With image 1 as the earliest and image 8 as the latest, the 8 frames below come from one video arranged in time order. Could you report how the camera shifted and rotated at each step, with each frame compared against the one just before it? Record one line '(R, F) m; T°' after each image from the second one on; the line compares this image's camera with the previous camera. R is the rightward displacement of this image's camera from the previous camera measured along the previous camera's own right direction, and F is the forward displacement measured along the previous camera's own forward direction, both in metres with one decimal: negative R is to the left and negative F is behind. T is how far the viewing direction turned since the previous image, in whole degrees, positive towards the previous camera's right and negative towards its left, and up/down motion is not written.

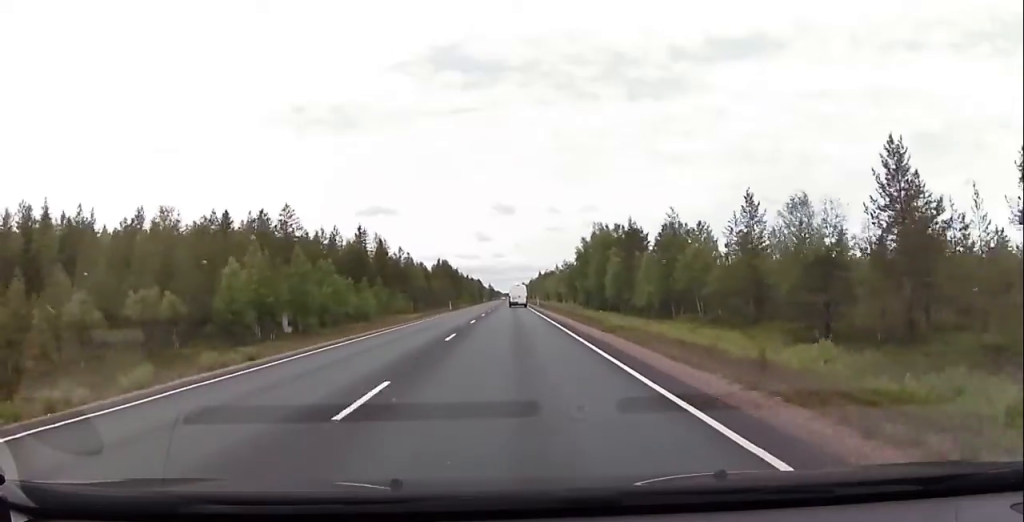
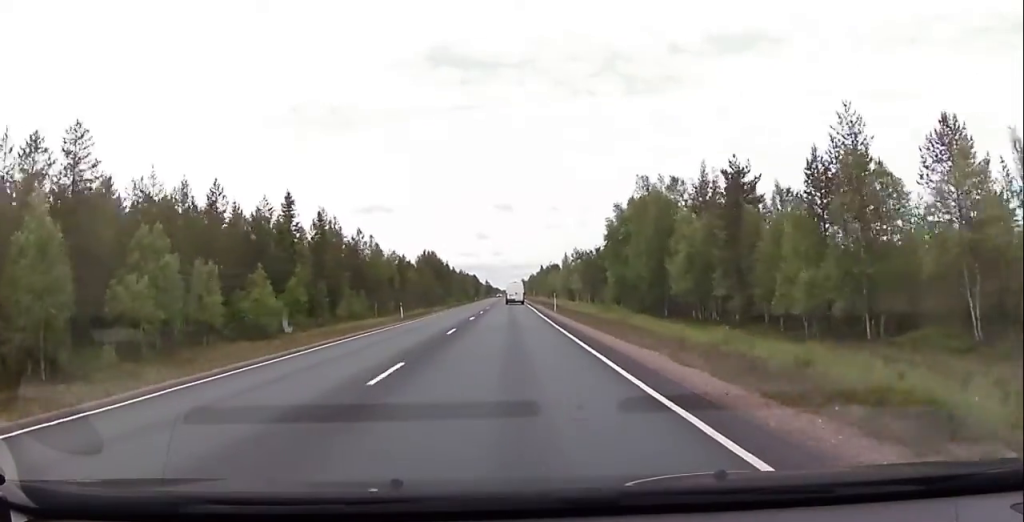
(0.0, +32.9) m; 0°
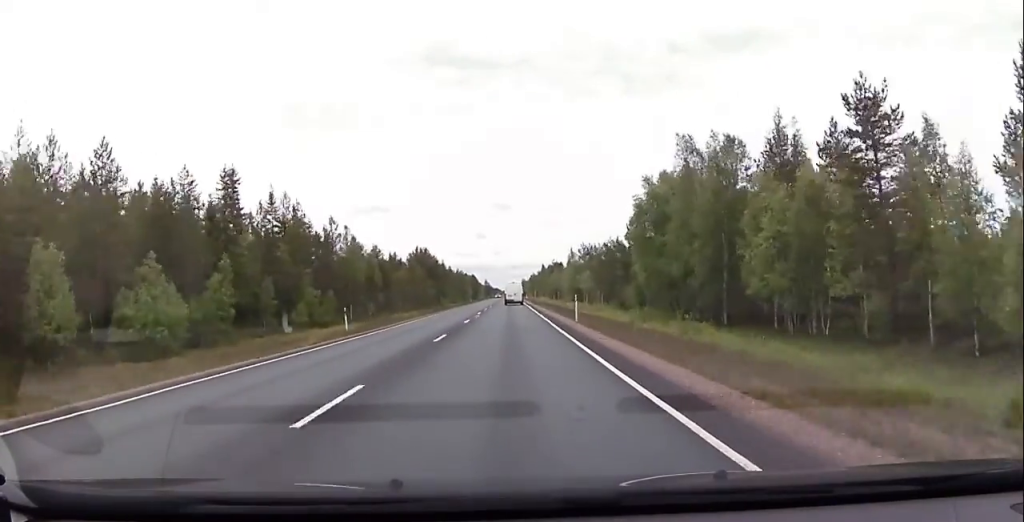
(0.0, +14.9) m; 0°
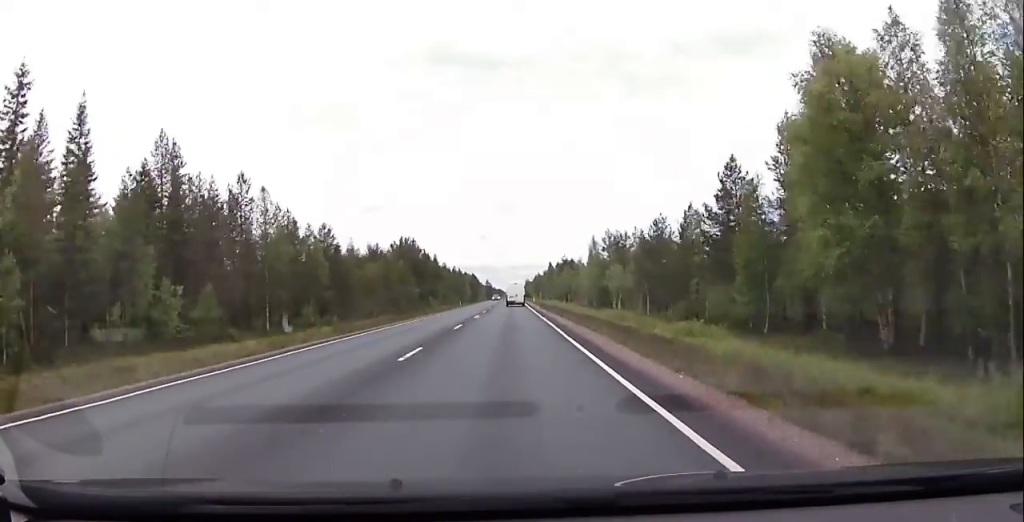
(0.0, +29.1) m; 0°
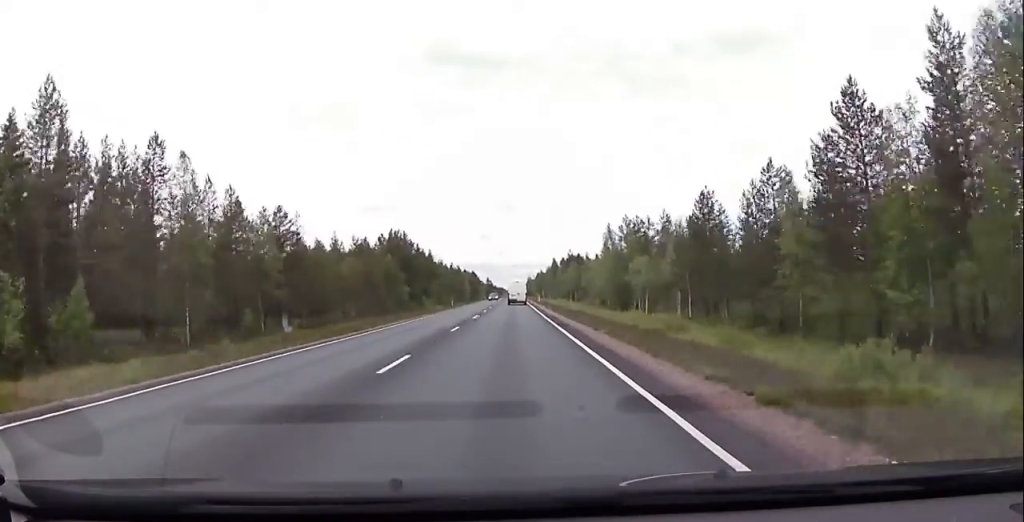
(0.0, +14.2) m; 0°
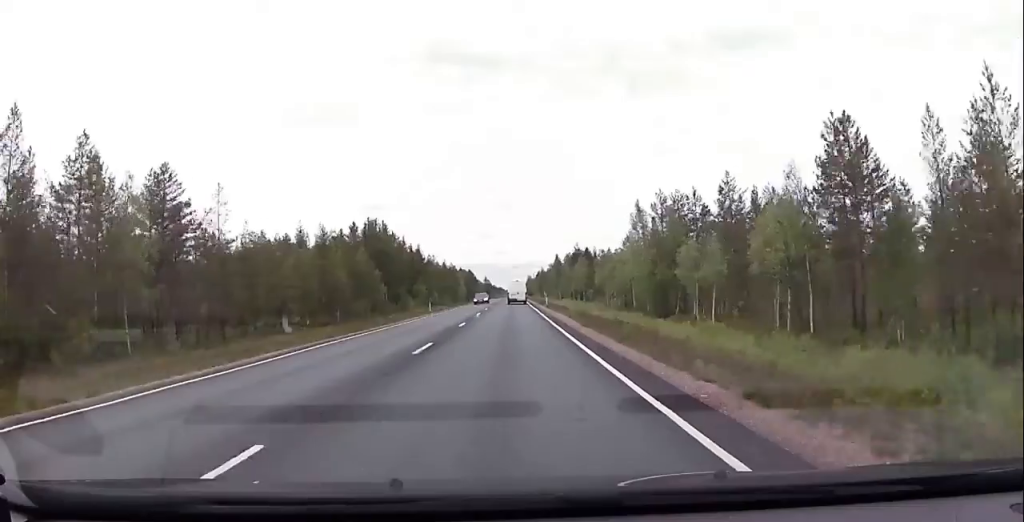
(0.0, +20.0) m; 0°
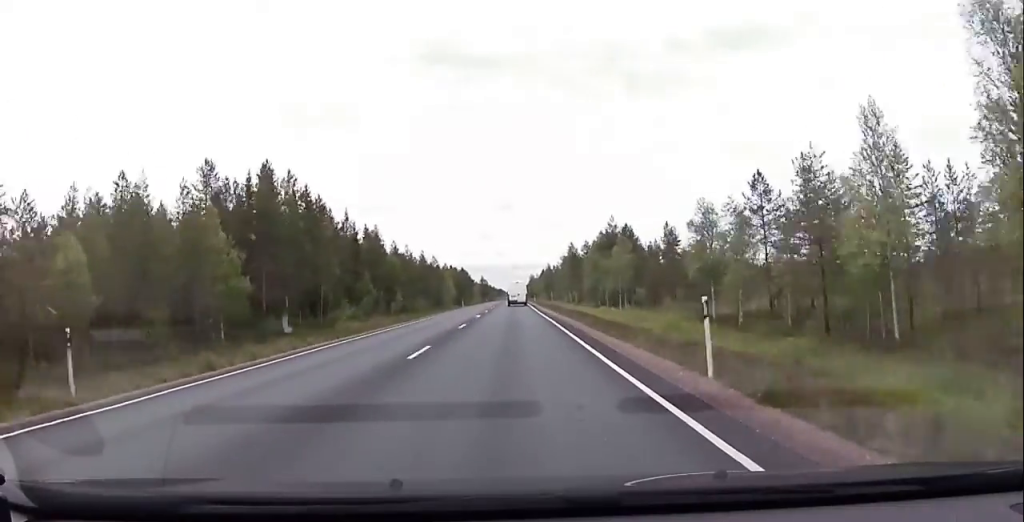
(0.0, +49.0) m; 0°
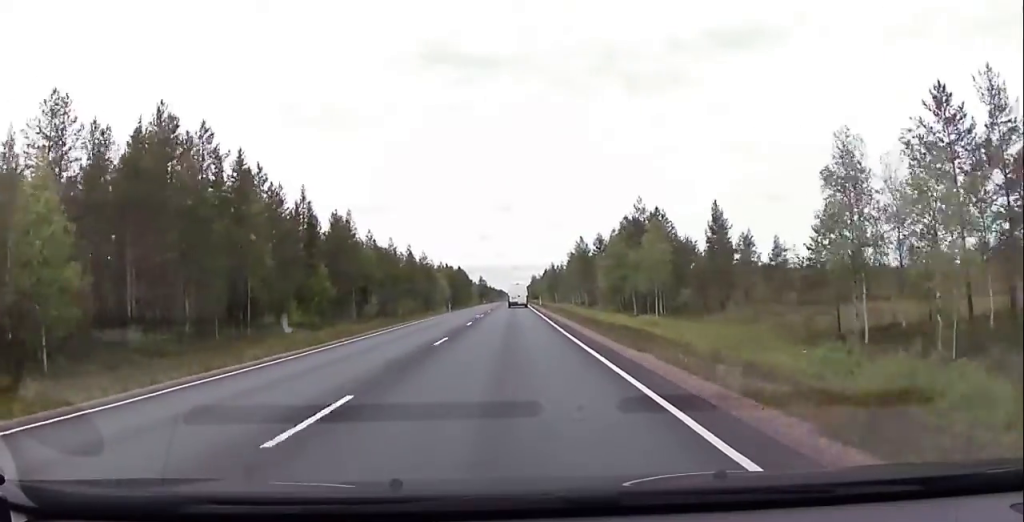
(0.0, +19.8) m; 0°
